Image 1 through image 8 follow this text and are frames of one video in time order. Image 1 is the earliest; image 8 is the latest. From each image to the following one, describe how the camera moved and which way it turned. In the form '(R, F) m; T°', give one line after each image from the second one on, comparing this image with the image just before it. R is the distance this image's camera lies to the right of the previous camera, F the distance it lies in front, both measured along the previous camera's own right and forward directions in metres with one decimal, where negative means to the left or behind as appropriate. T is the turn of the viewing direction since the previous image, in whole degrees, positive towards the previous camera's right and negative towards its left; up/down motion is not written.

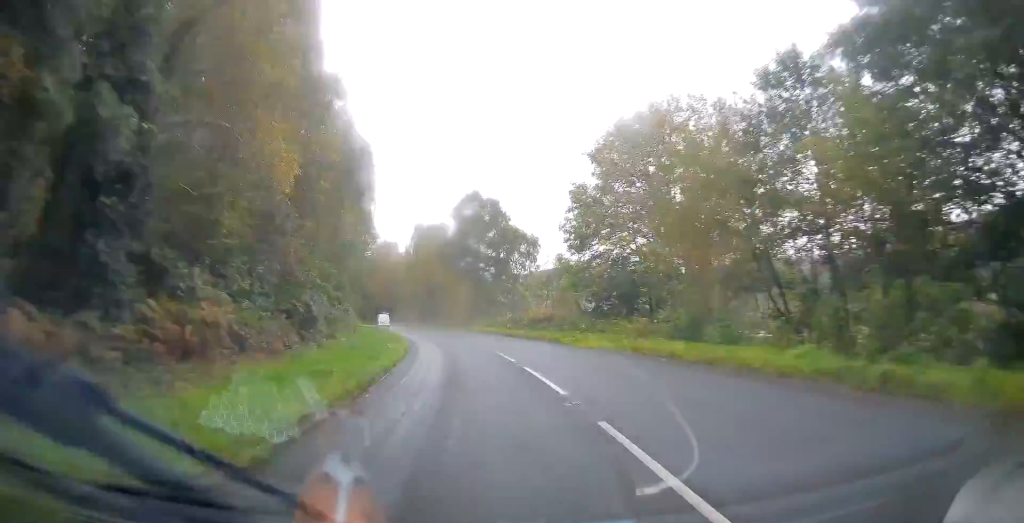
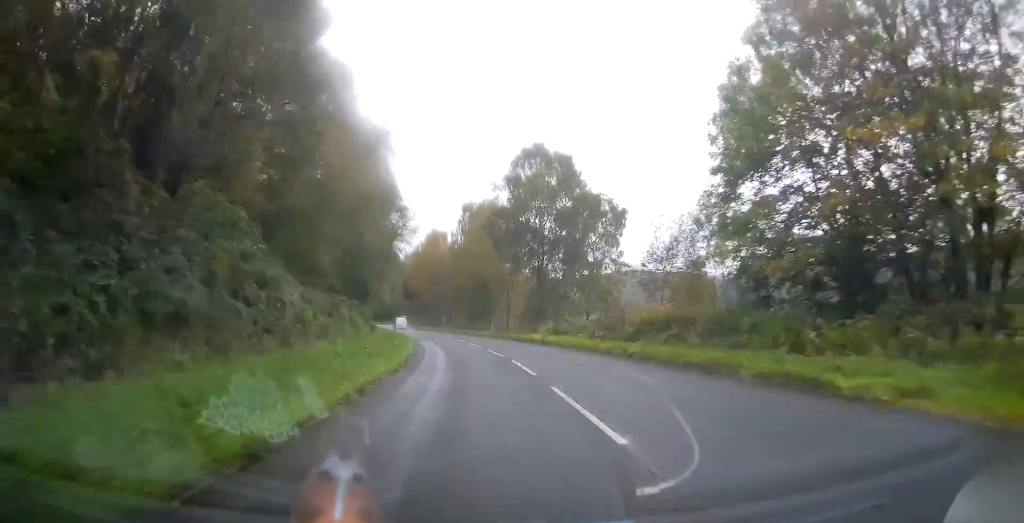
(-0.6, +21.8) m; -5°
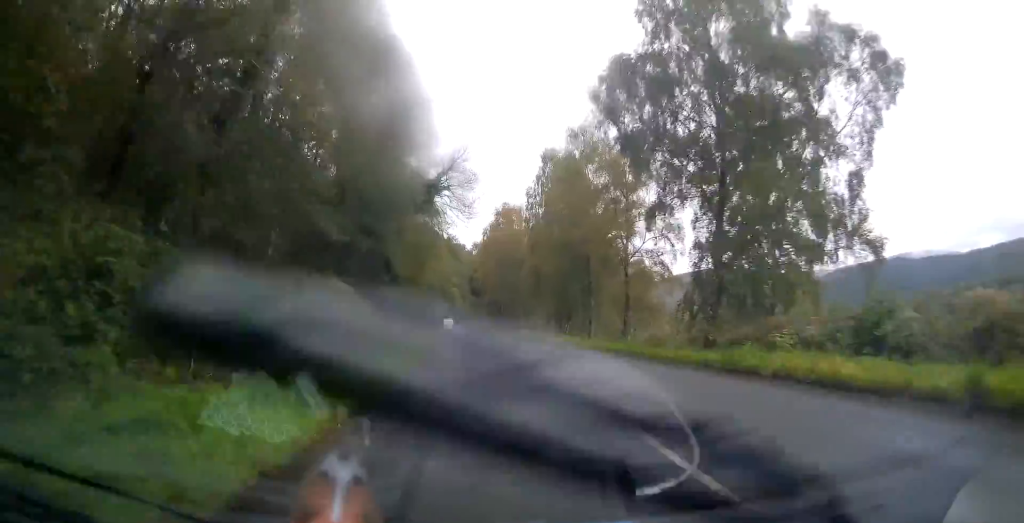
(-2.0, +29.0) m; -7°
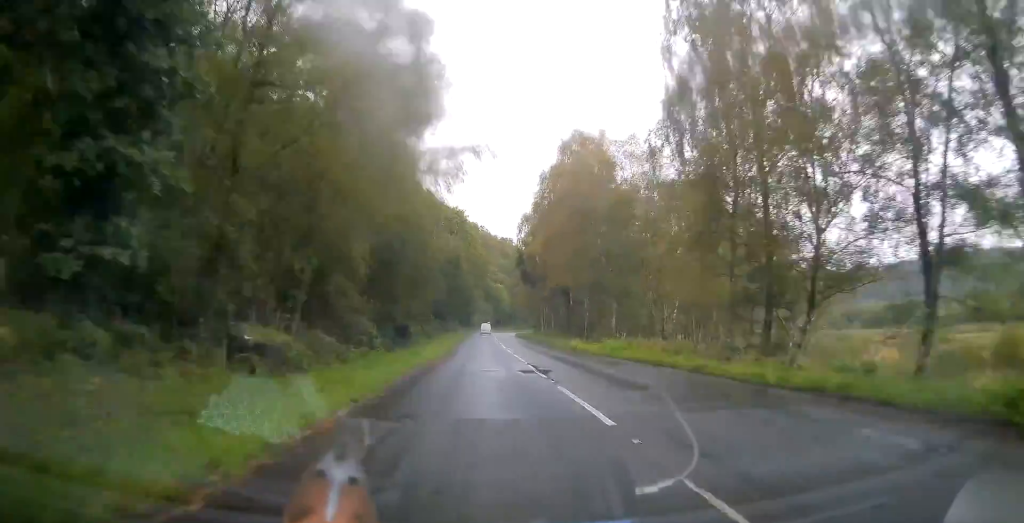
(-2.0, +39.6) m; -5°
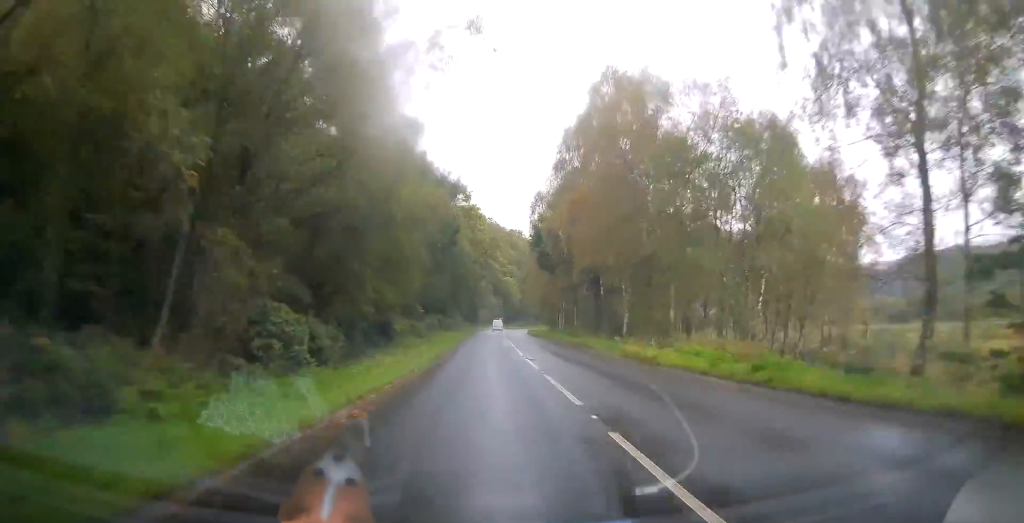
(-0.1, +14.5) m; -2°
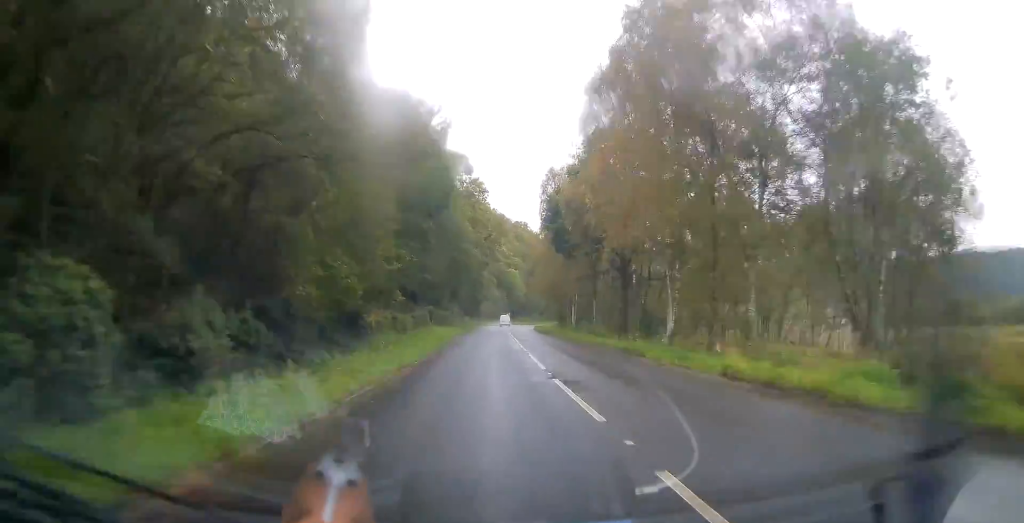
(-0.2, +11.1) m; -1°
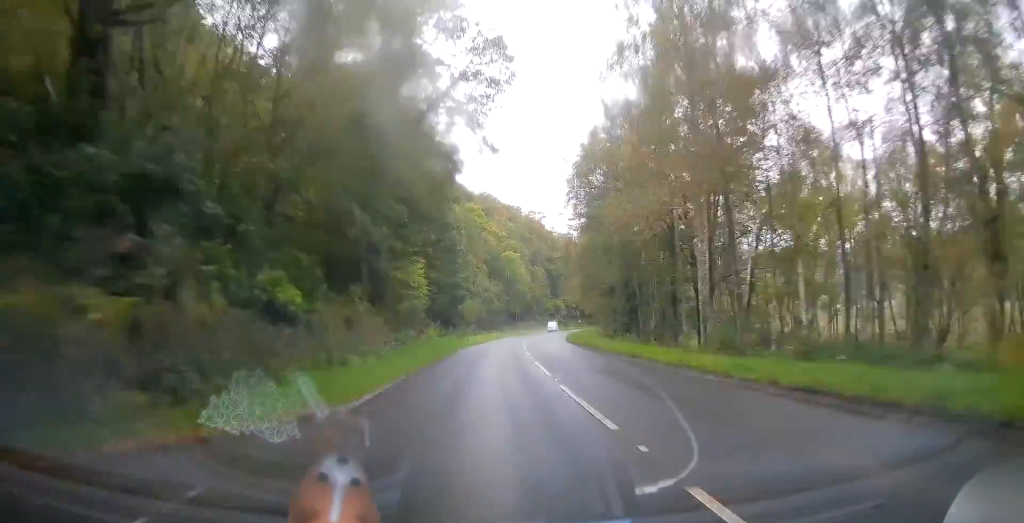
(-0.3, +55.3) m; +1°
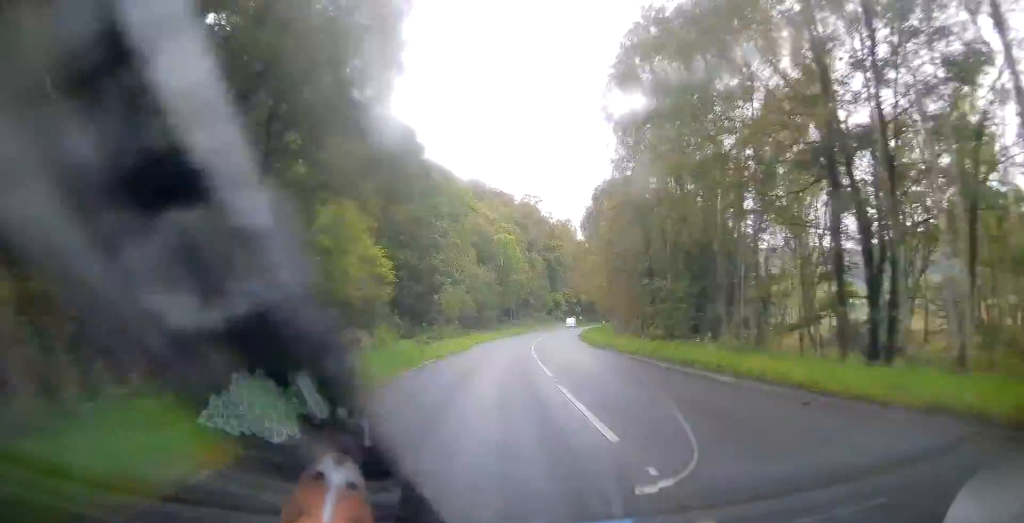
(0.0, +19.2) m; +1°
